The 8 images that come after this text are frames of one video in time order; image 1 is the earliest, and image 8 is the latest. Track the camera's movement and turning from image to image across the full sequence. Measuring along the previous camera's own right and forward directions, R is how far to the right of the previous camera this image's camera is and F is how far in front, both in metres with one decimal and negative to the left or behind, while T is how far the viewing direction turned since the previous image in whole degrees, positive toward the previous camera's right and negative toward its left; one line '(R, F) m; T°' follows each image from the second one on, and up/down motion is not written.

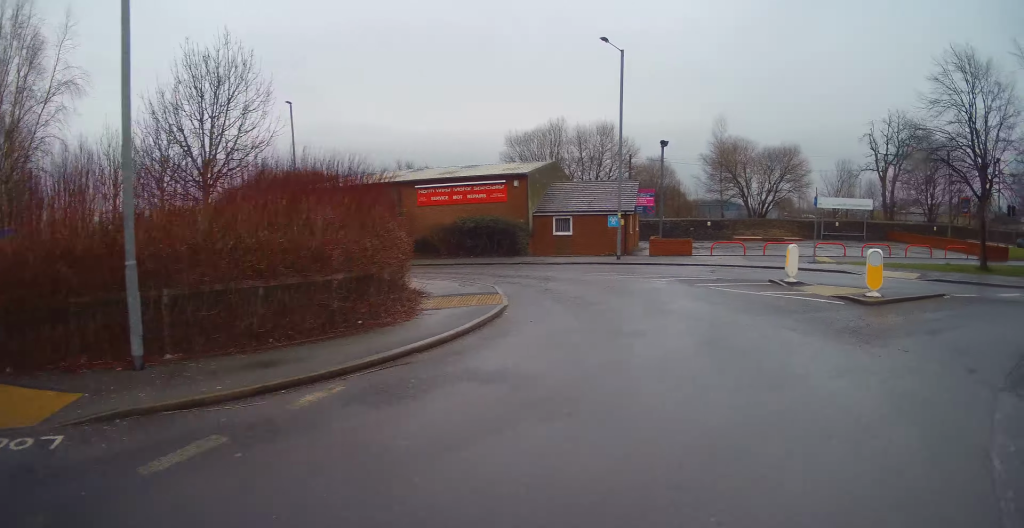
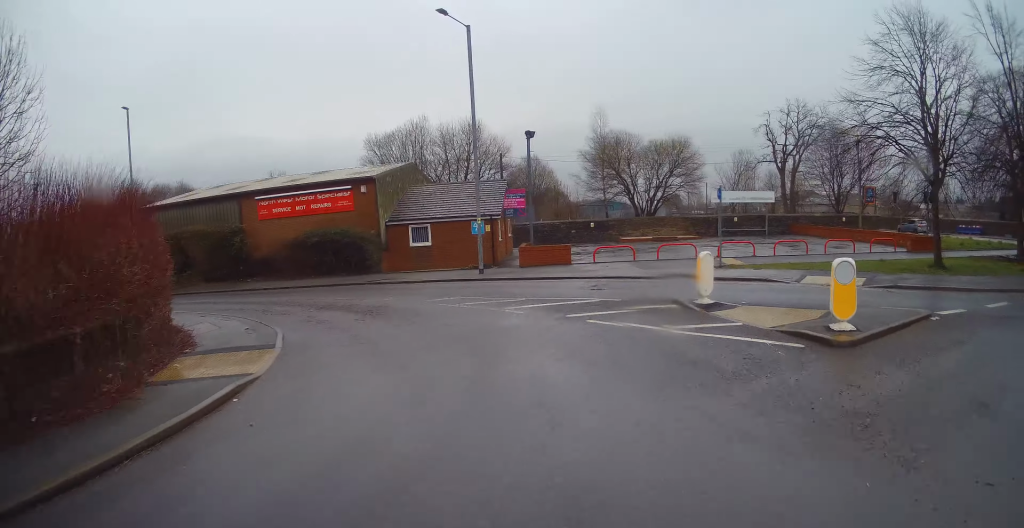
(+0.5, +3.9) m; 0°
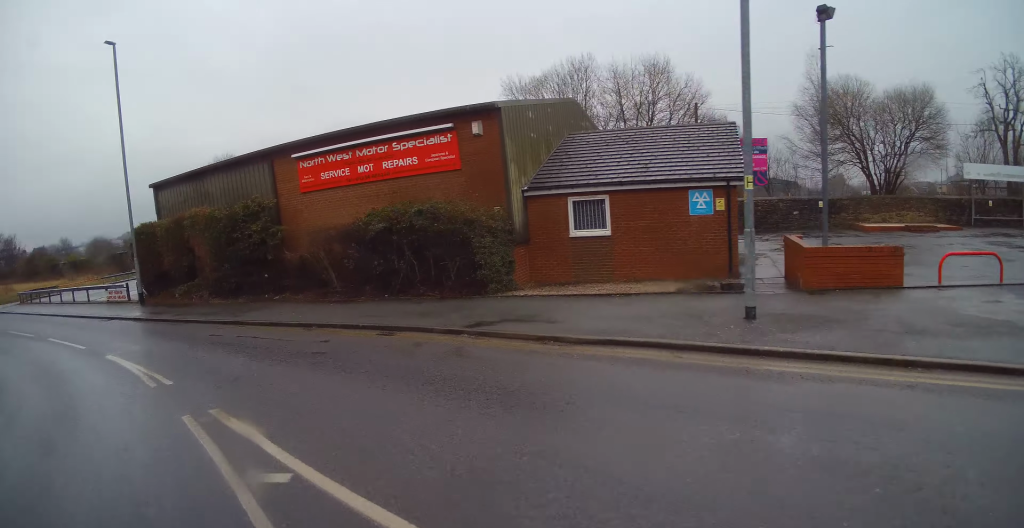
(-3.0, +12.3) m; -37°
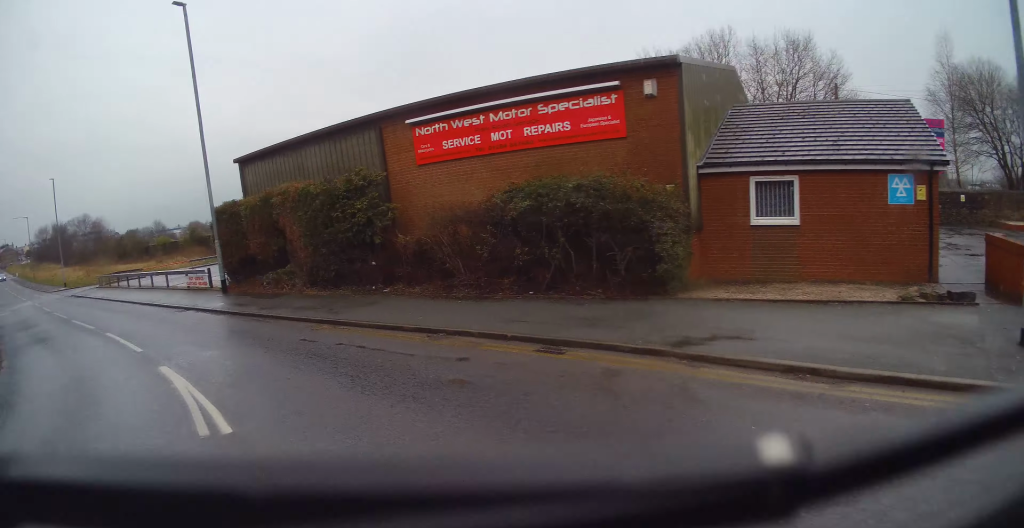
(-0.3, +2.8) m; -12°
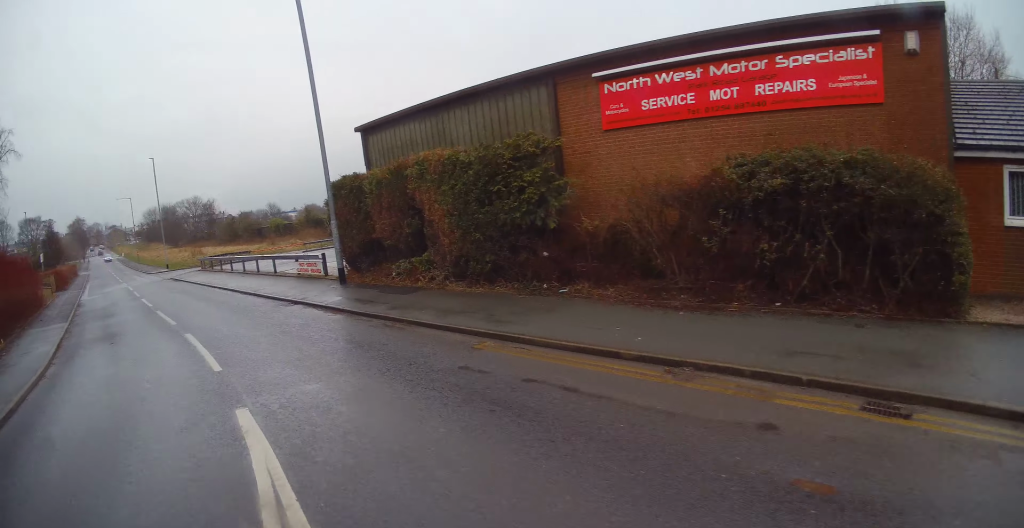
(-0.1, +3.1) m; -11°
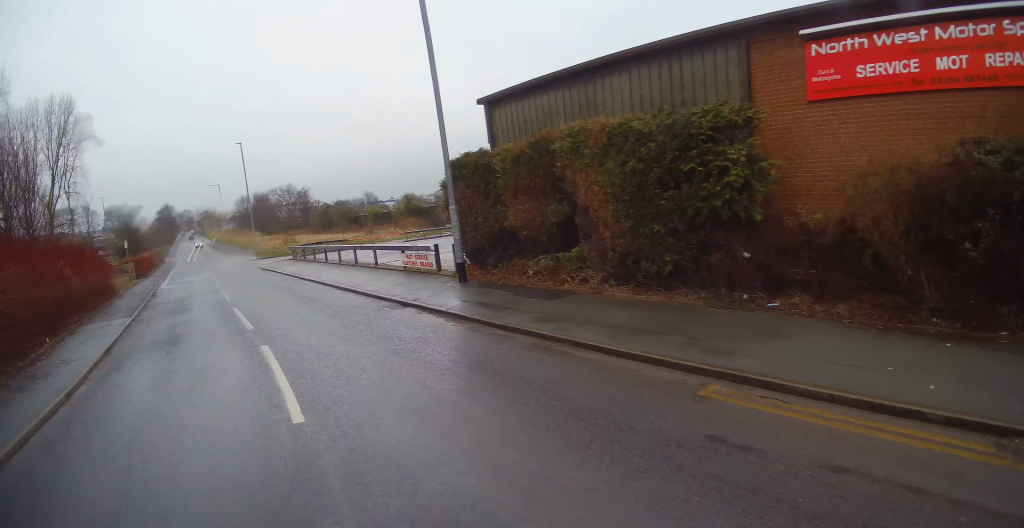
(-0.3, +2.6) m; -9°
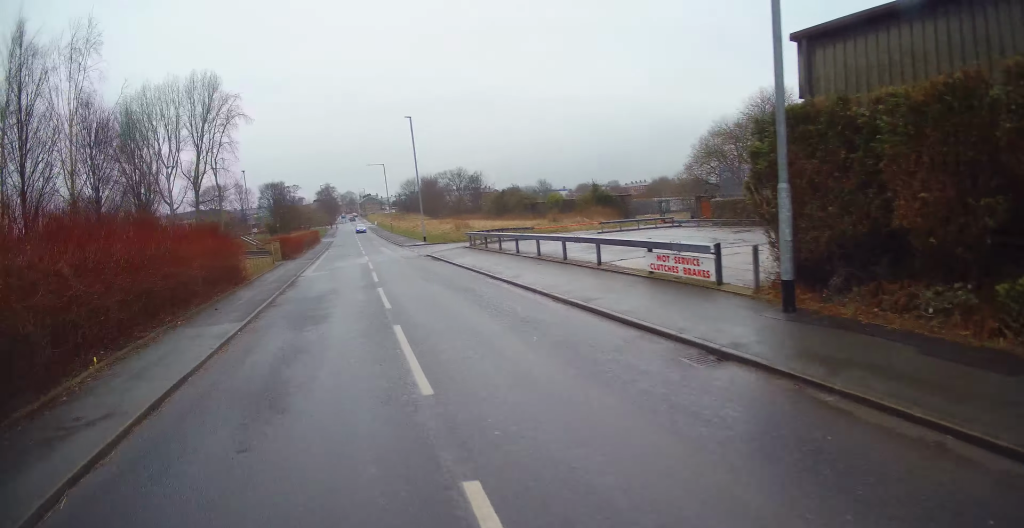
(-0.8, +5.4) m; -15°
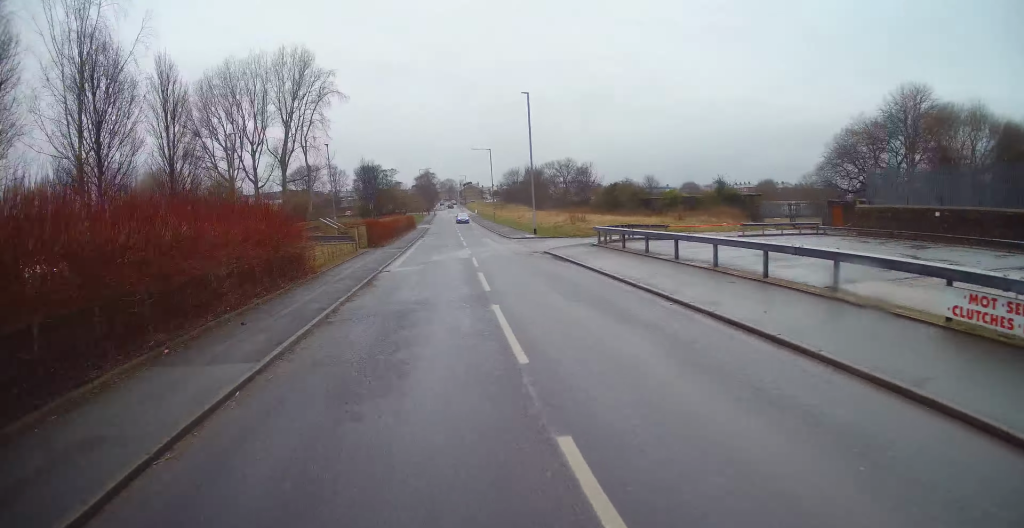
(-0.5, +5.3) m; -8°
